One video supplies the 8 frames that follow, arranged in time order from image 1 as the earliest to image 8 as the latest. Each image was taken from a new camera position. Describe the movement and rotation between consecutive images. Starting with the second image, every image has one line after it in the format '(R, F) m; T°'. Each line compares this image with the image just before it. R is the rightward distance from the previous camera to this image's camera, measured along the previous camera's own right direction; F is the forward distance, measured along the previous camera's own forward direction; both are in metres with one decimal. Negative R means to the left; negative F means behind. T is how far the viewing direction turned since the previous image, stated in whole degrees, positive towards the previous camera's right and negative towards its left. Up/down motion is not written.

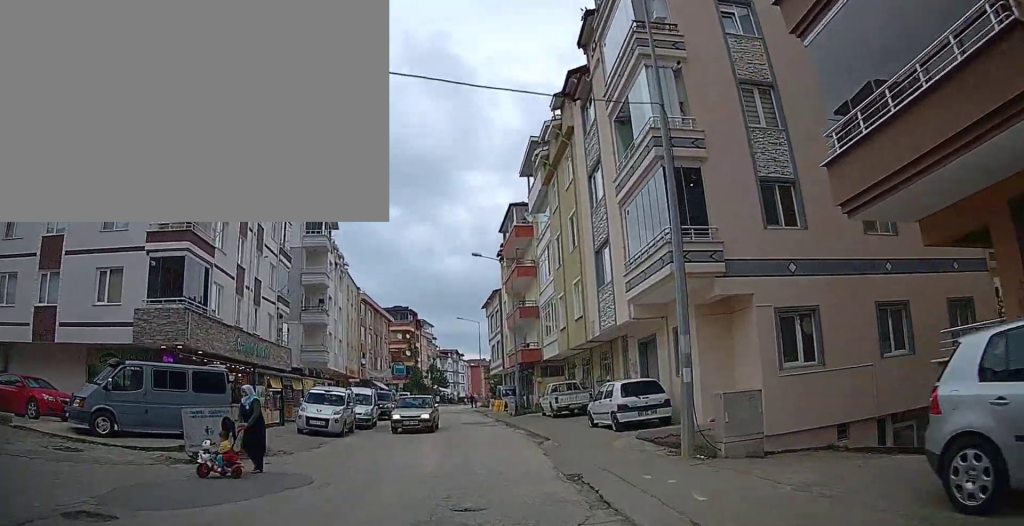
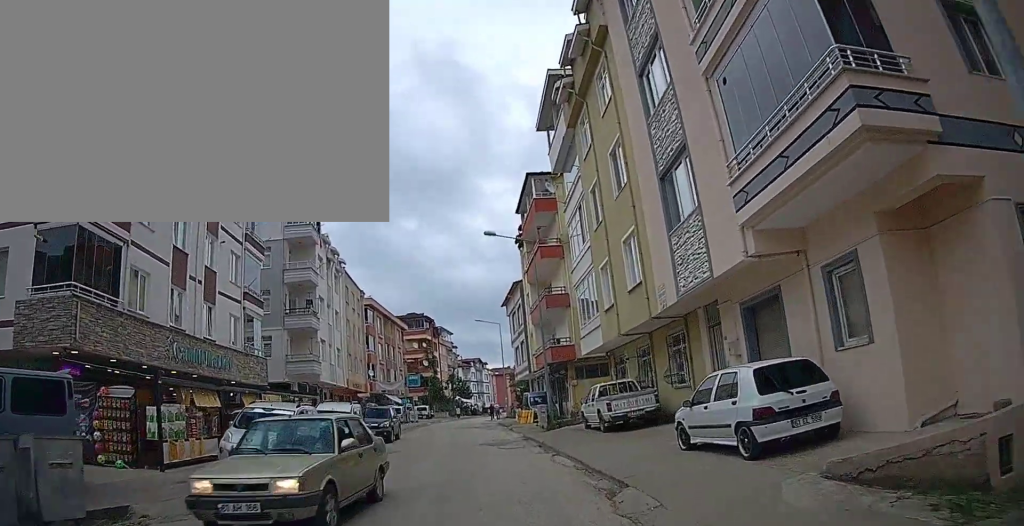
(0.0, +7.5) m; +1°
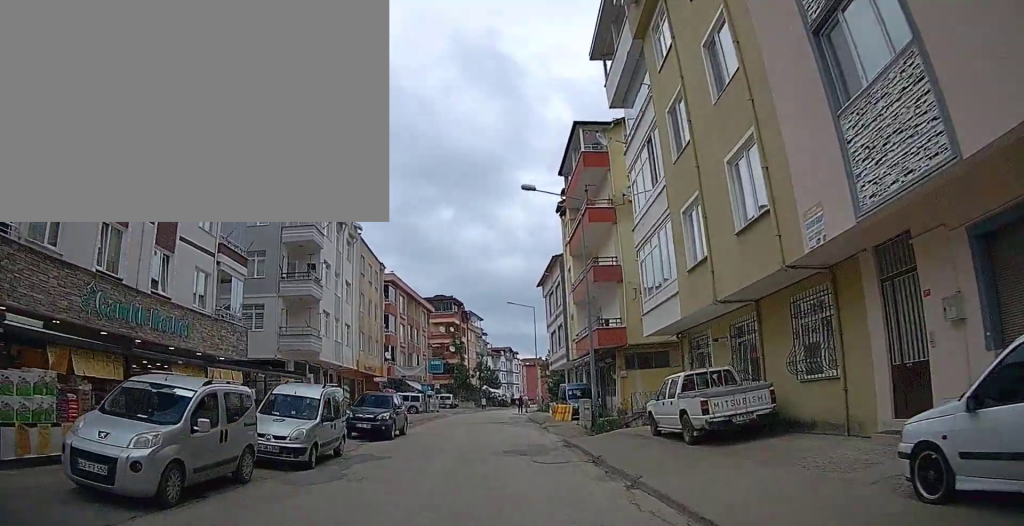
(+0.2, +5.8) m; -1°
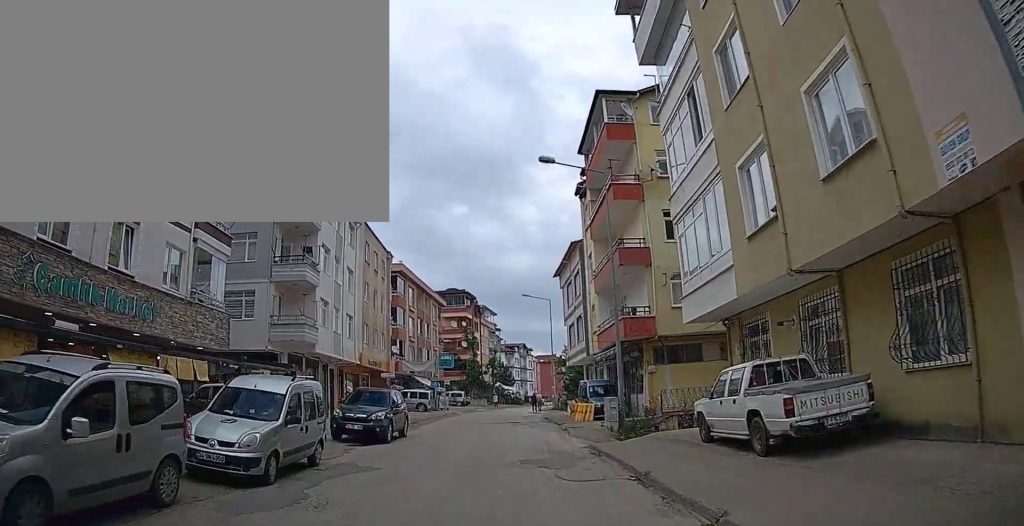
(-0.1, +2.7) m; -2°
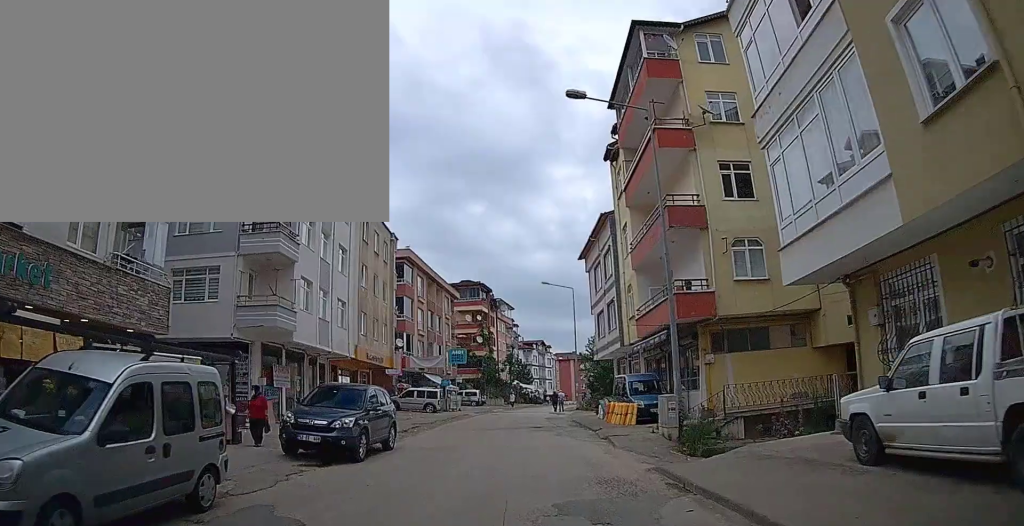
(-0.1, +4.9) m; -2°
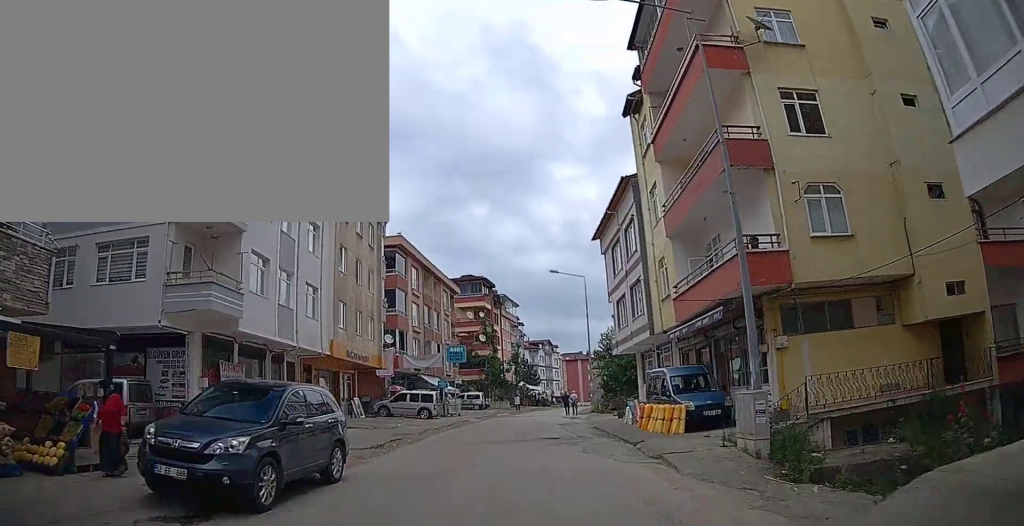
(0.0, +4.8) m; -2°
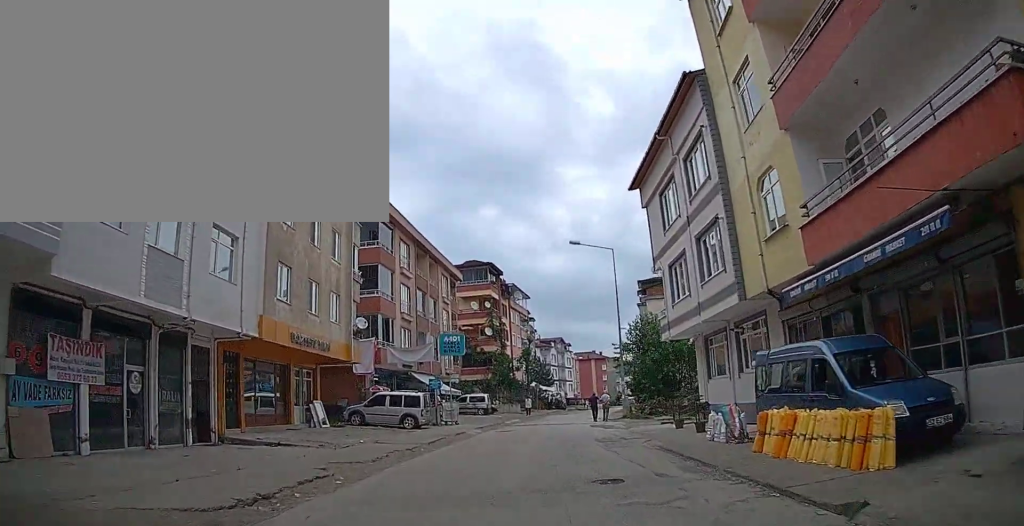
(-0.3, +8.3) m; -2°
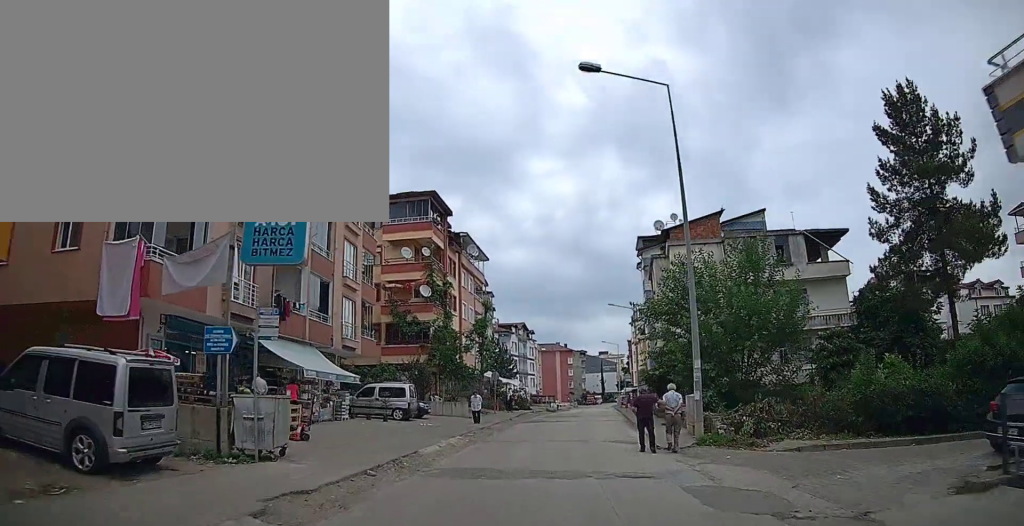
(-0.1, +19.8) m; +1°
